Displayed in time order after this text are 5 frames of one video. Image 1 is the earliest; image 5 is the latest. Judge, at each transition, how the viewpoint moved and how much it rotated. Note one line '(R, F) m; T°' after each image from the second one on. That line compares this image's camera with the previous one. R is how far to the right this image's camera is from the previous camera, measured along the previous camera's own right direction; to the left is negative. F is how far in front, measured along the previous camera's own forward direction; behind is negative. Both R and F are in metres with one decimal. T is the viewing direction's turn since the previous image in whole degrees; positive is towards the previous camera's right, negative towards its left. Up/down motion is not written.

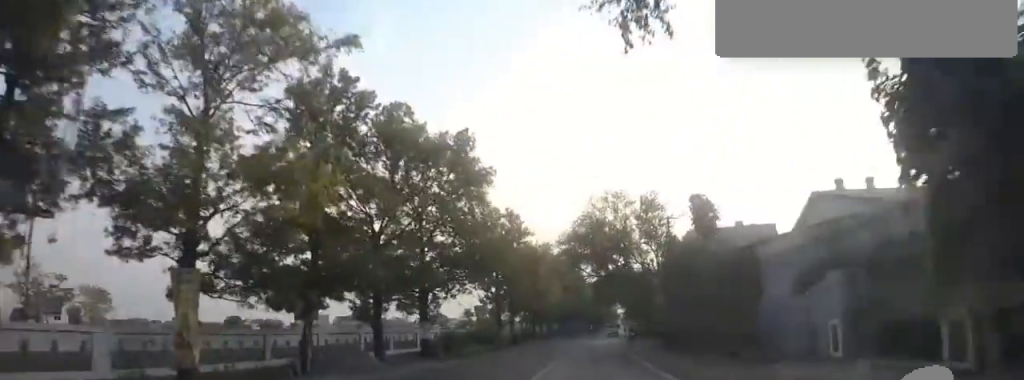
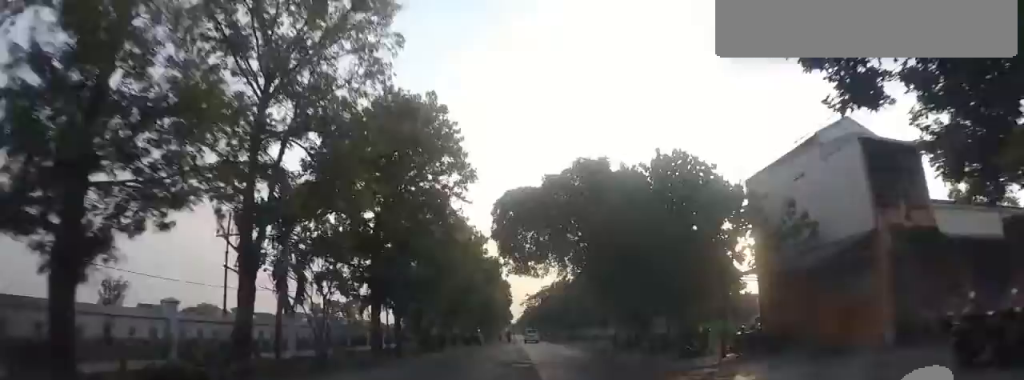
(+3.6, +52.2) m; +12°
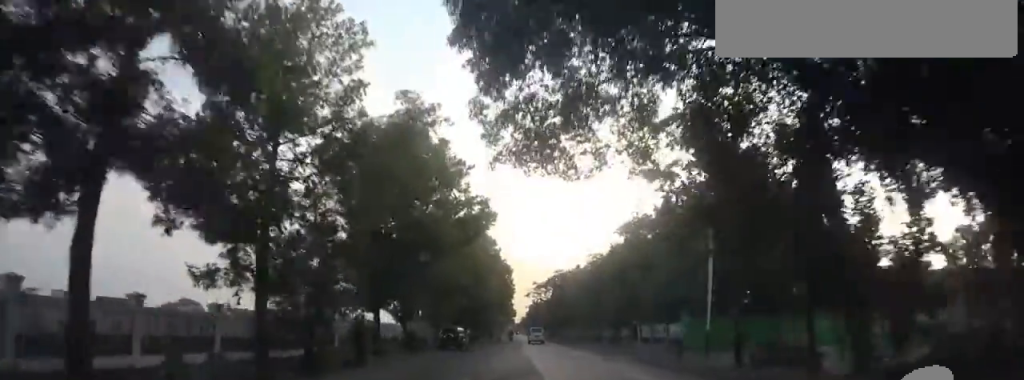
(+0.2, +19.5) m; -3°
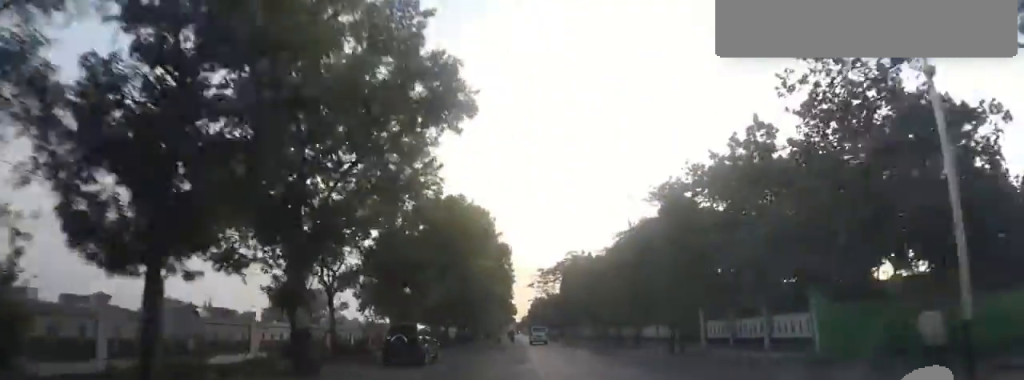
(-0.6, +12.9) m; -1°
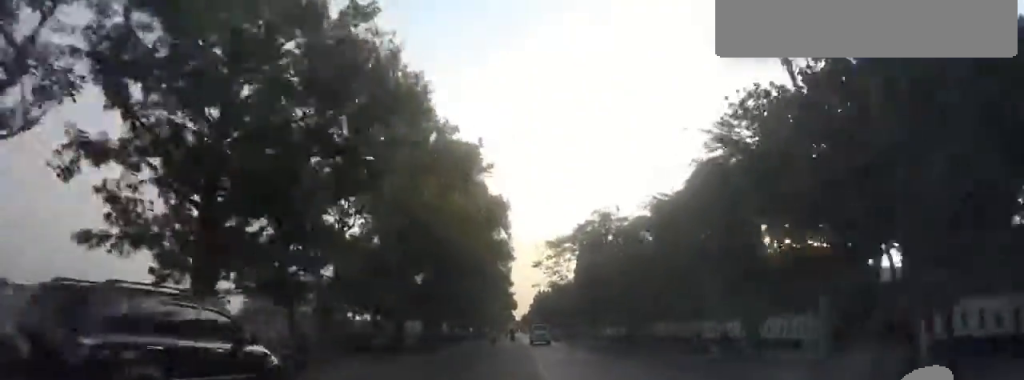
(+0.2, +14.2) m; +3°
